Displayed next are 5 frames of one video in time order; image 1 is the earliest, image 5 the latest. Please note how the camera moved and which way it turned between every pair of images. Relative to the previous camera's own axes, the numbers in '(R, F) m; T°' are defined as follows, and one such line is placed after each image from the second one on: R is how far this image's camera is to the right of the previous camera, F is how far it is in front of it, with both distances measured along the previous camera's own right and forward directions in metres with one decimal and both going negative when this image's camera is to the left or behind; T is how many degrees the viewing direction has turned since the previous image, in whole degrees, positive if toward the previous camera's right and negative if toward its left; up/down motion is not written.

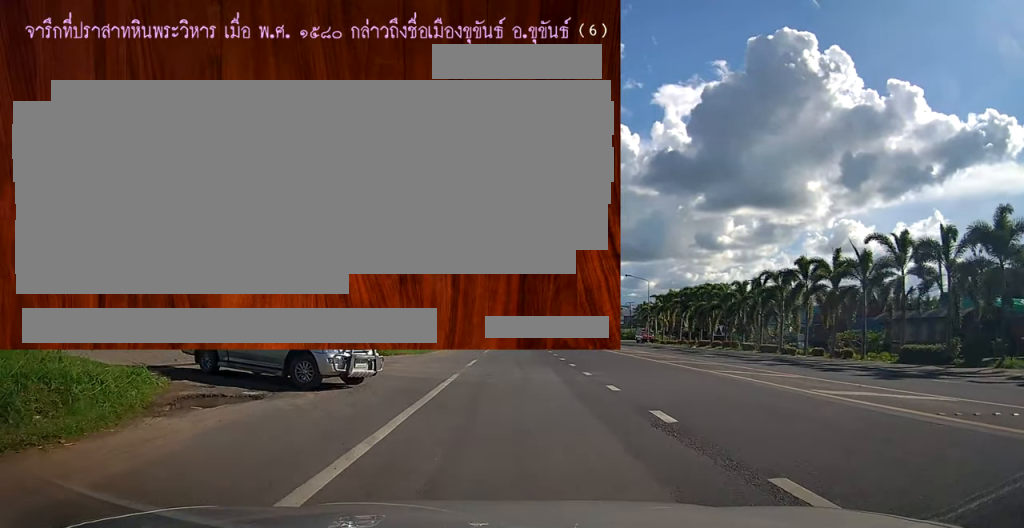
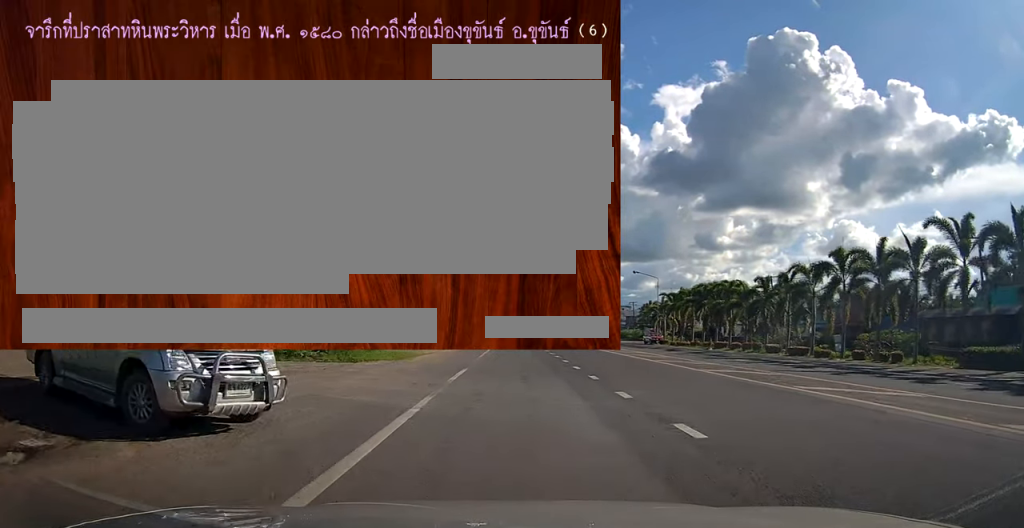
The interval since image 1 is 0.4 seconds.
(+0.4, +5.2) m; 0°
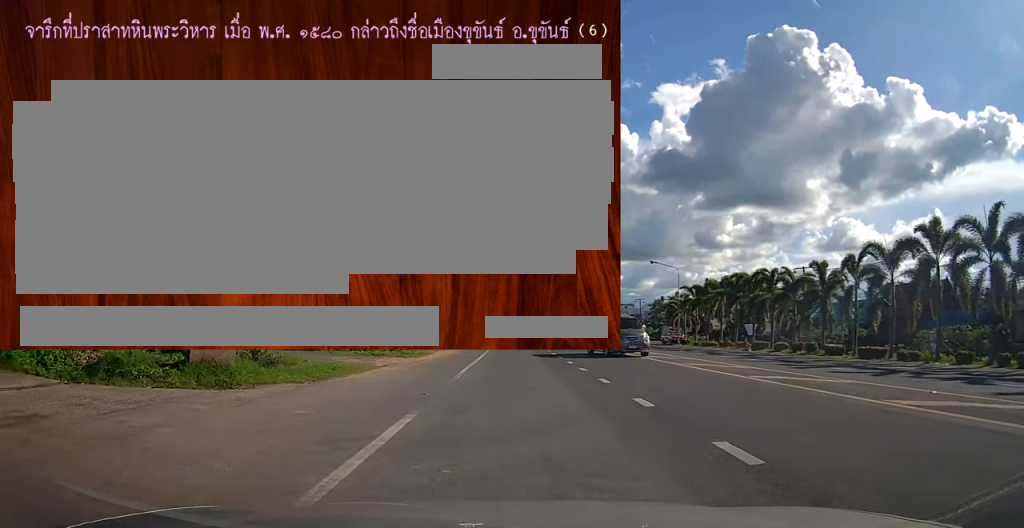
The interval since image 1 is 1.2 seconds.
(+0.1, +9.6) m; 0°
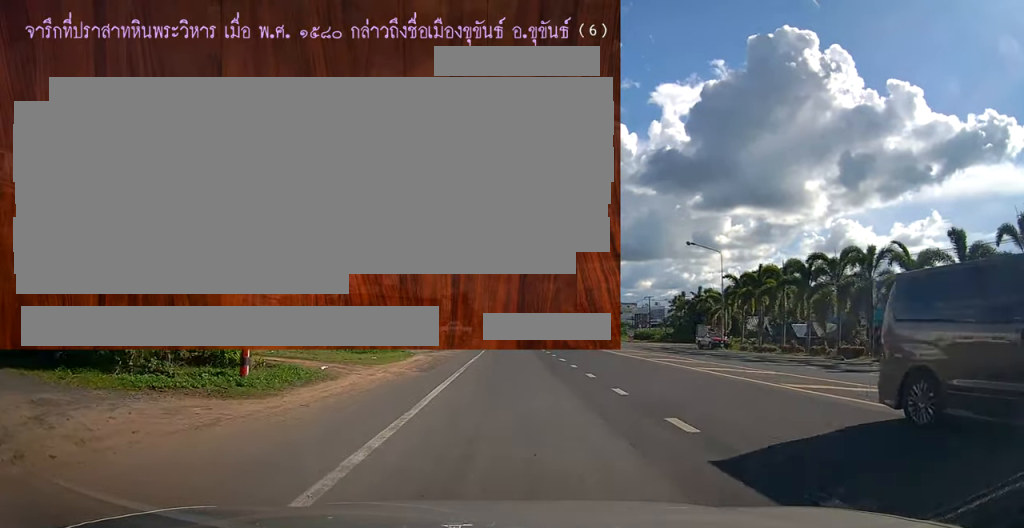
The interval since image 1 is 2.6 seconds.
(0.0, +14.8) m; -1°
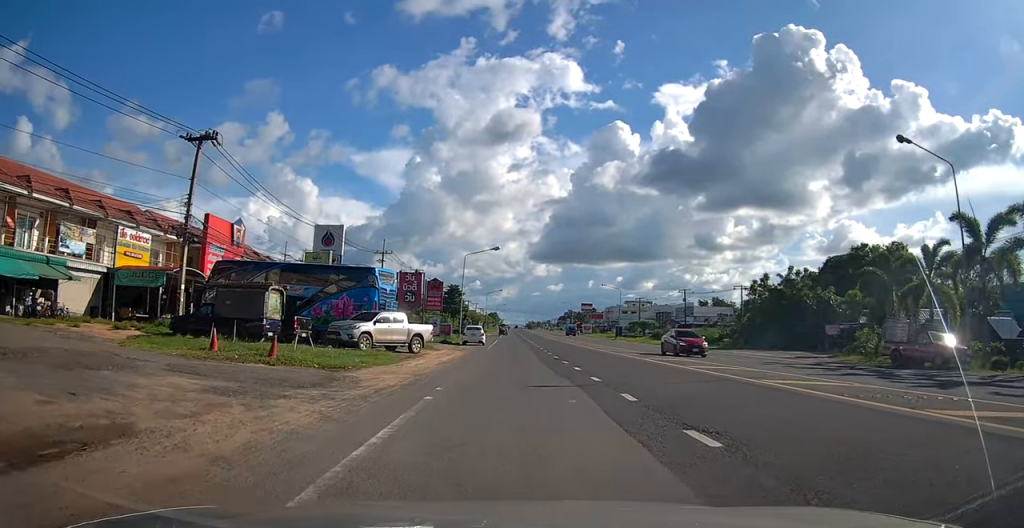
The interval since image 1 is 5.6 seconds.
(-0.5, +29.7) m; -1°
